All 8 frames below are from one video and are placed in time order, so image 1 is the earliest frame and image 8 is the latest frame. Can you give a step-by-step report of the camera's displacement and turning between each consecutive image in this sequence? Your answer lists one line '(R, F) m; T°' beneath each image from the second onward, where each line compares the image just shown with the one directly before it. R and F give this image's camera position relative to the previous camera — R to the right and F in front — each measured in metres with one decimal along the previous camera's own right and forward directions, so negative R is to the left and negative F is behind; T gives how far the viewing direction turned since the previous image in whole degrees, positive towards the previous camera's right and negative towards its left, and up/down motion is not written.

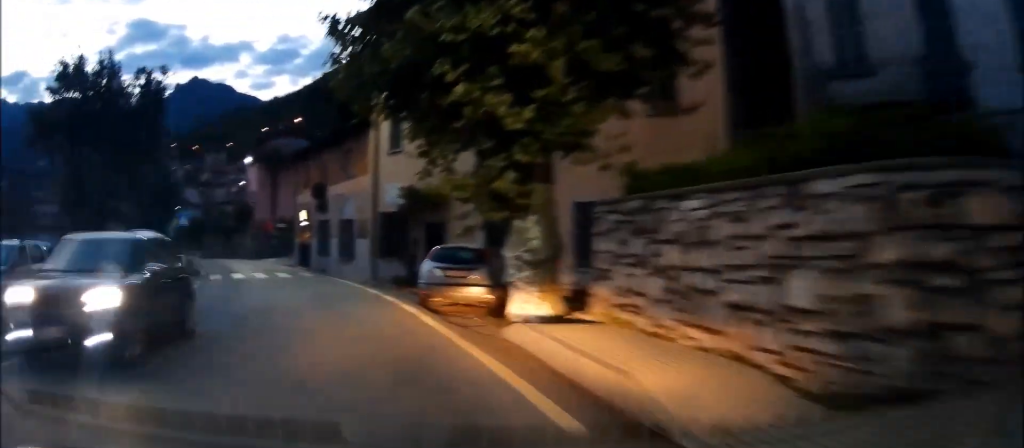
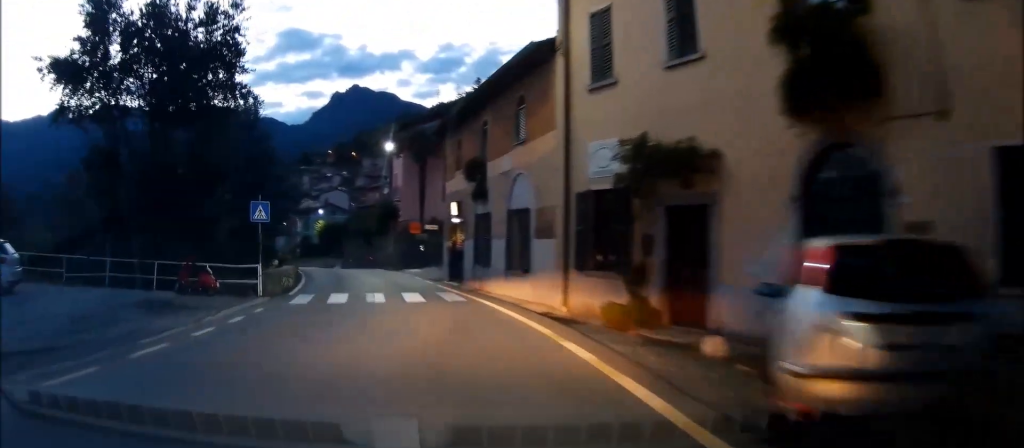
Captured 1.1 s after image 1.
(-1.4, +11.5) m; -15°
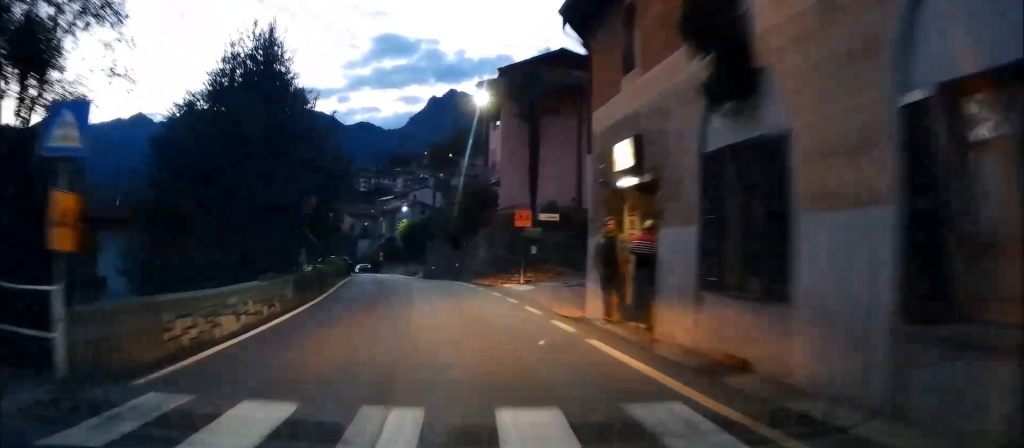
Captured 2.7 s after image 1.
(-2.3, +15.3) m; -14°
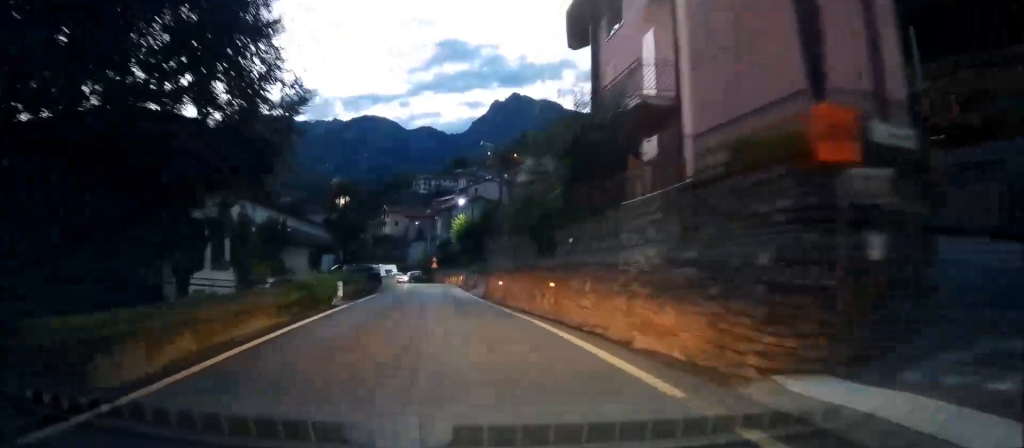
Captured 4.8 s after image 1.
(-2.3, +17.7) m; -8°
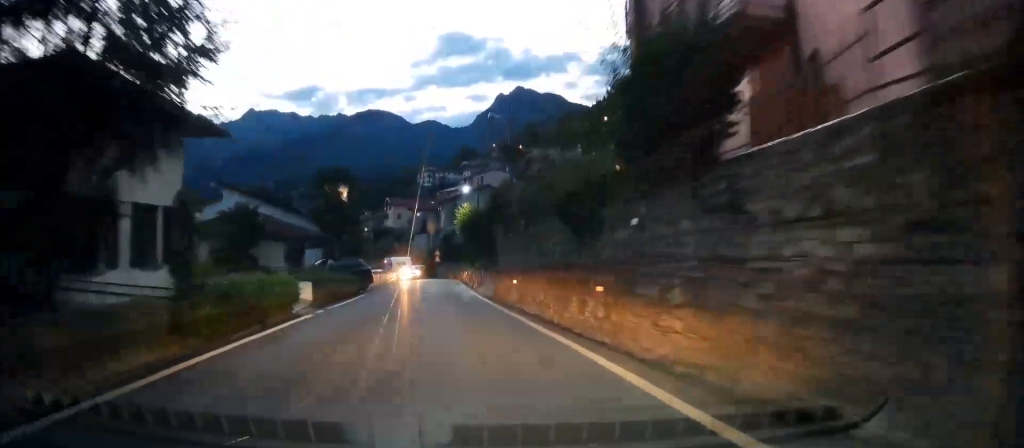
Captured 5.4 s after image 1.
(+0.4, +5.2) m; 0°
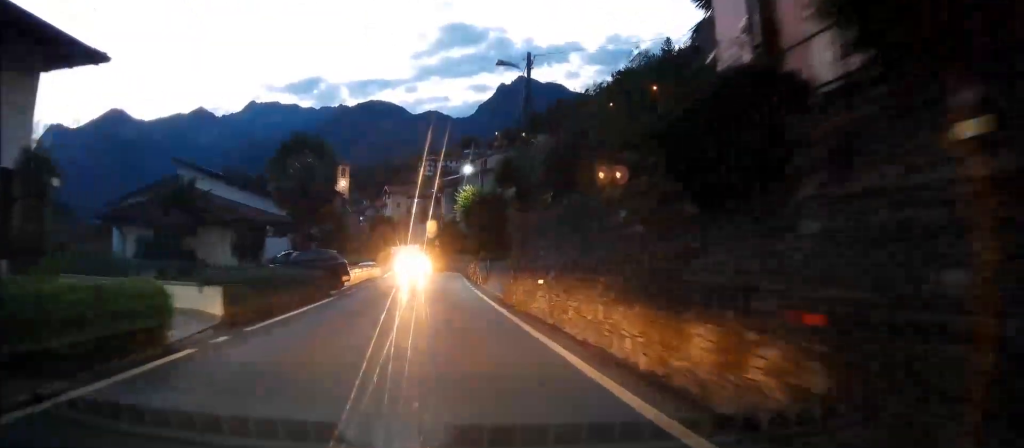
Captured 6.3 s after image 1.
(-0.2, +6.9) m; -3°
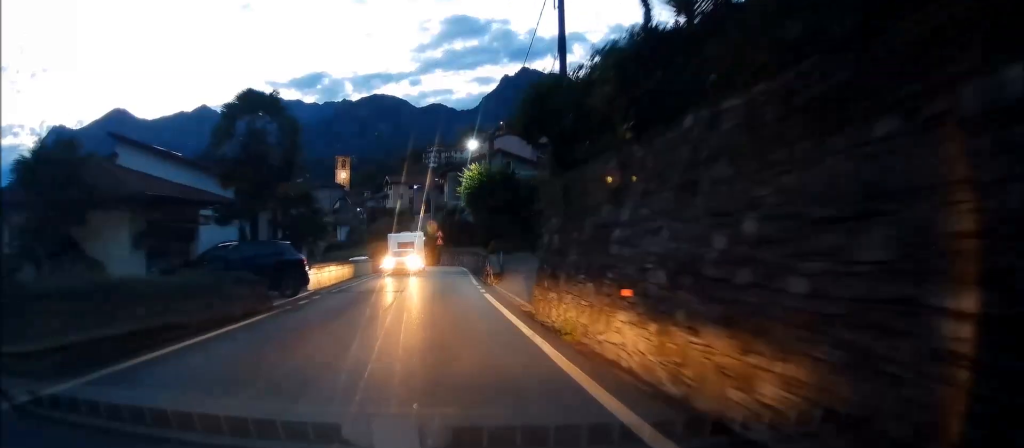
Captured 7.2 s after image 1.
(-0.3, +7.3) m; -1°
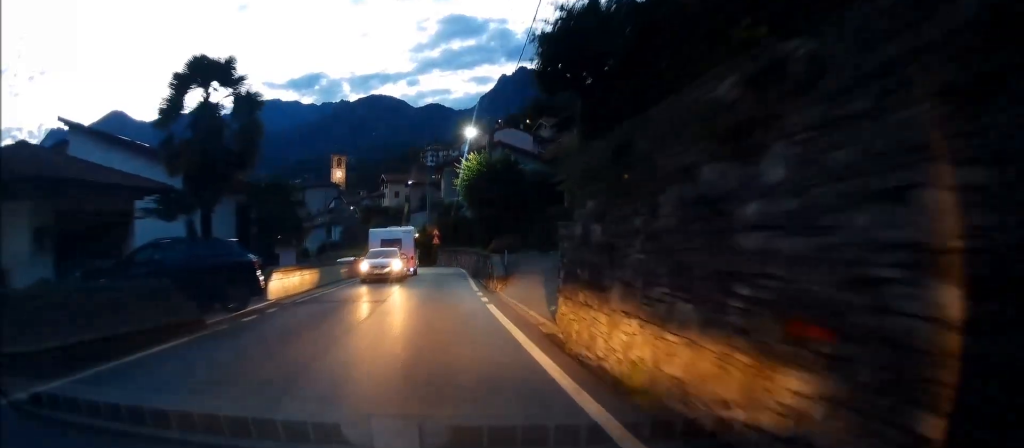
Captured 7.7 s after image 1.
(-0.1, +4.3) m; +2°
